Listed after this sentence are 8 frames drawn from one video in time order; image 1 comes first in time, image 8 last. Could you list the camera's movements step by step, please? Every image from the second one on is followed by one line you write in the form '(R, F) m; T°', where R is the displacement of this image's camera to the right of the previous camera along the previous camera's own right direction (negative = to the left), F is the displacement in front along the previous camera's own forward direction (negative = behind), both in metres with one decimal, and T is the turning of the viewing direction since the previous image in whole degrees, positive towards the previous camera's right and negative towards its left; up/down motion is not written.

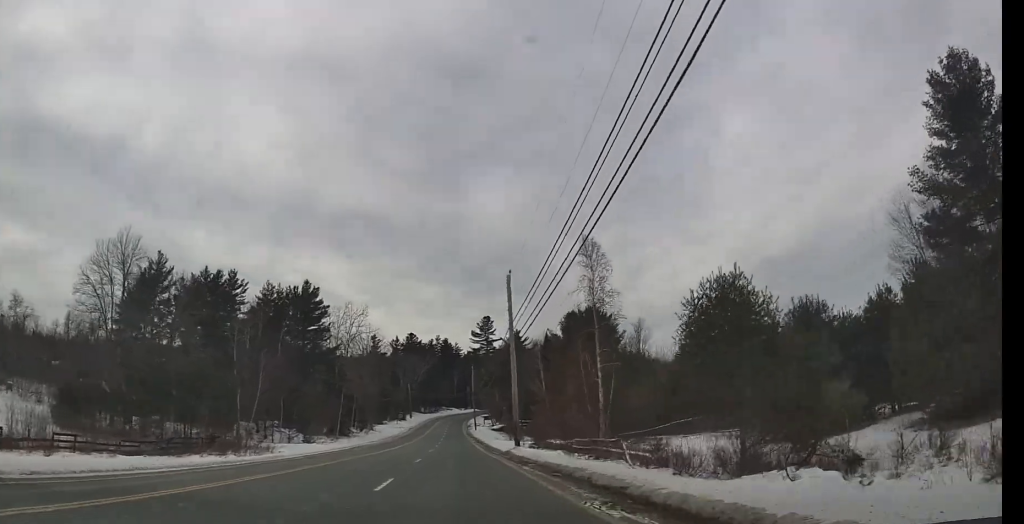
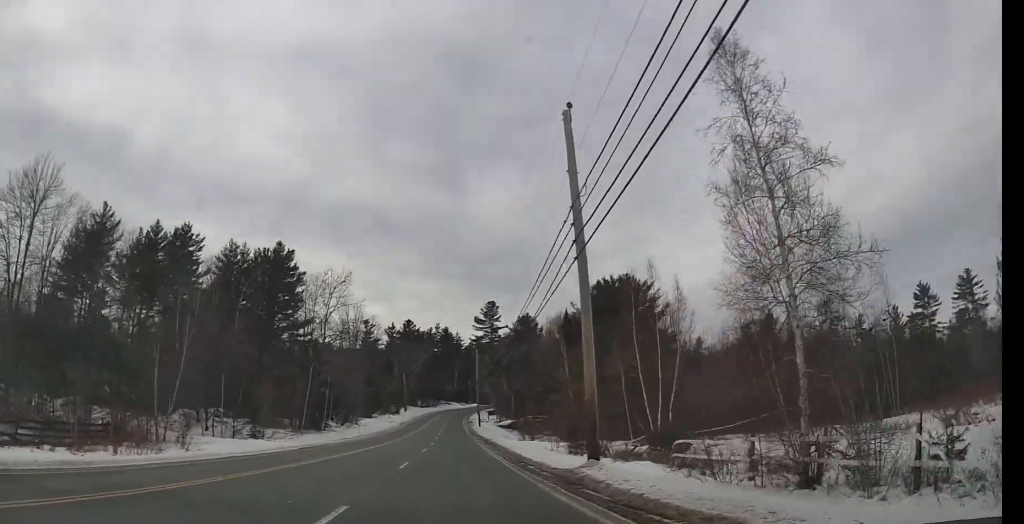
(+0.2, +18.0) m; +1°
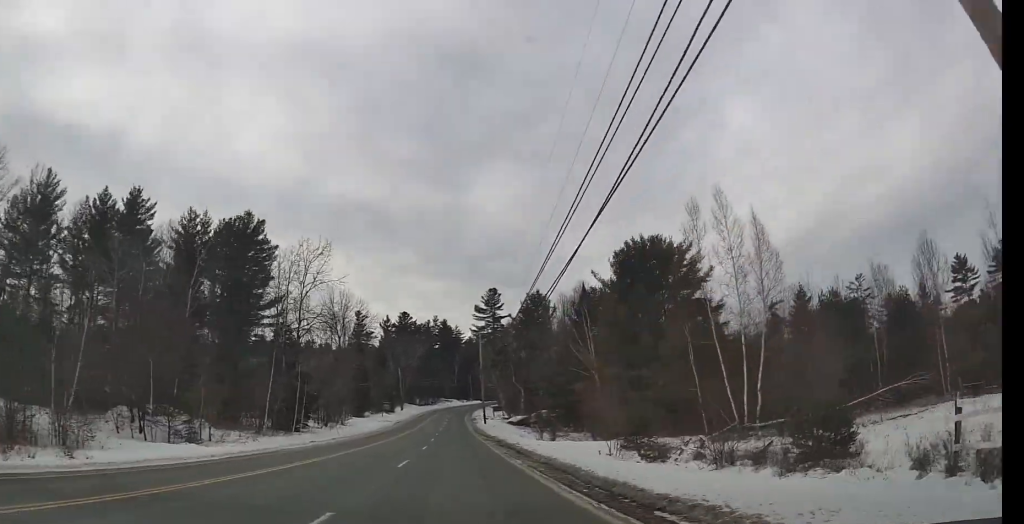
(+0.2, +13.0) m; 0°
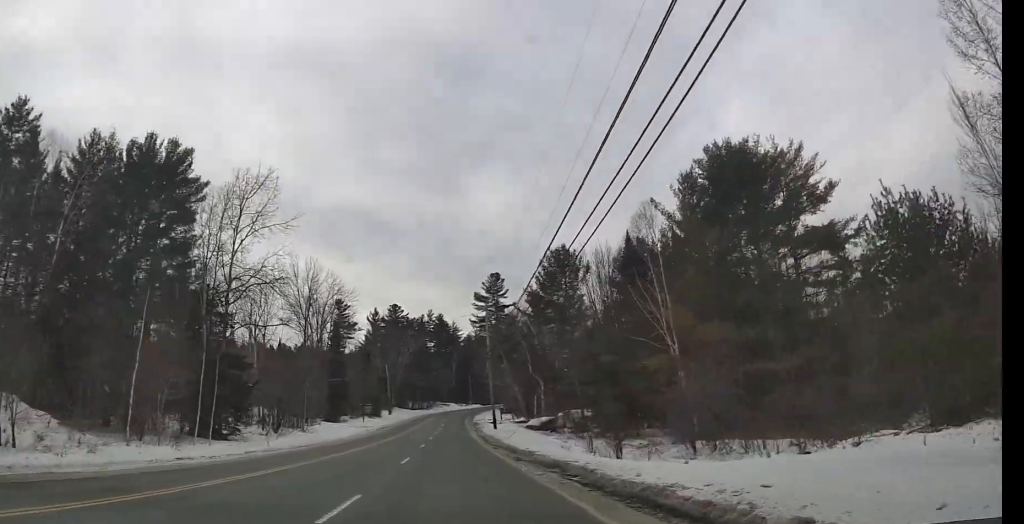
(-0.1, +21.6) m; -1°
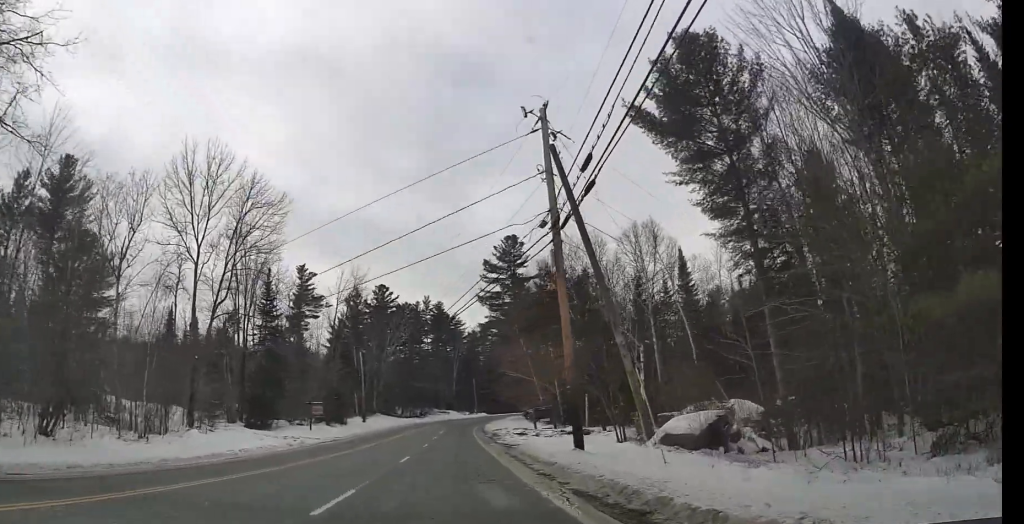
(-0.1, +35.2) m; 0°
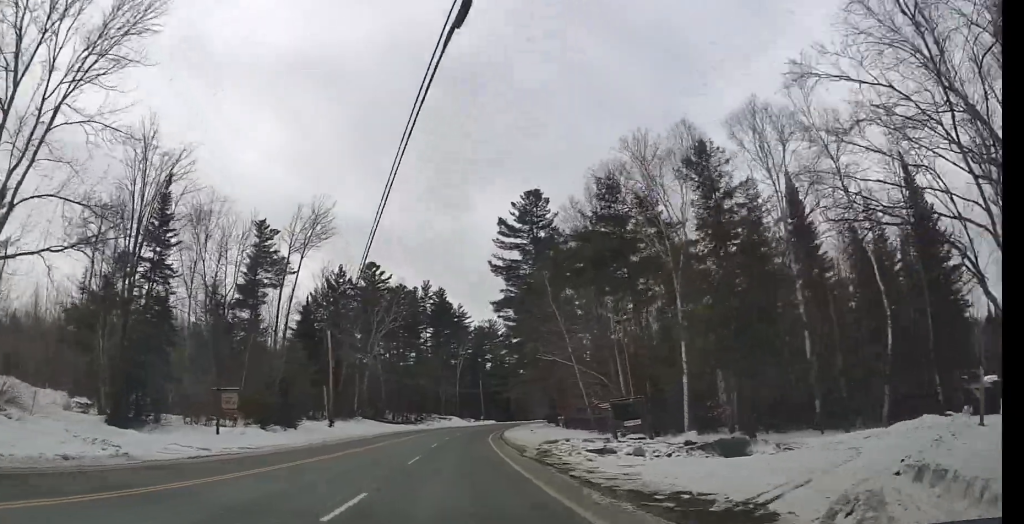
(-0.2, +24.4) m; -1°
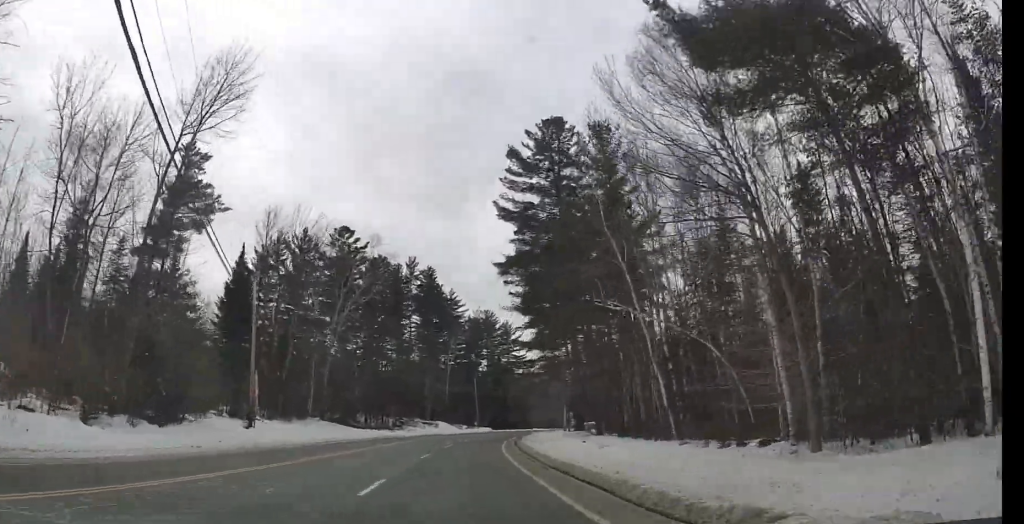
(-0.1, +22.2) m; +2°
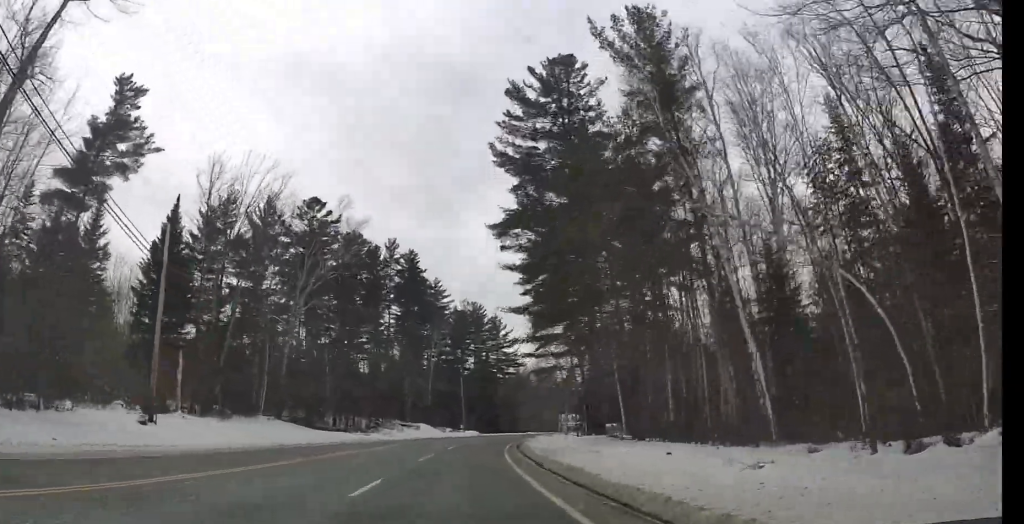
(+0.2, +12.2) m; +1°
